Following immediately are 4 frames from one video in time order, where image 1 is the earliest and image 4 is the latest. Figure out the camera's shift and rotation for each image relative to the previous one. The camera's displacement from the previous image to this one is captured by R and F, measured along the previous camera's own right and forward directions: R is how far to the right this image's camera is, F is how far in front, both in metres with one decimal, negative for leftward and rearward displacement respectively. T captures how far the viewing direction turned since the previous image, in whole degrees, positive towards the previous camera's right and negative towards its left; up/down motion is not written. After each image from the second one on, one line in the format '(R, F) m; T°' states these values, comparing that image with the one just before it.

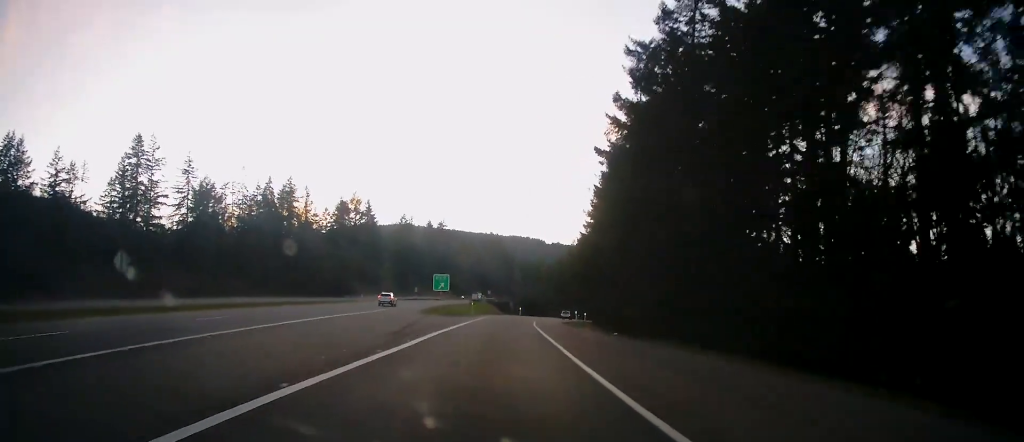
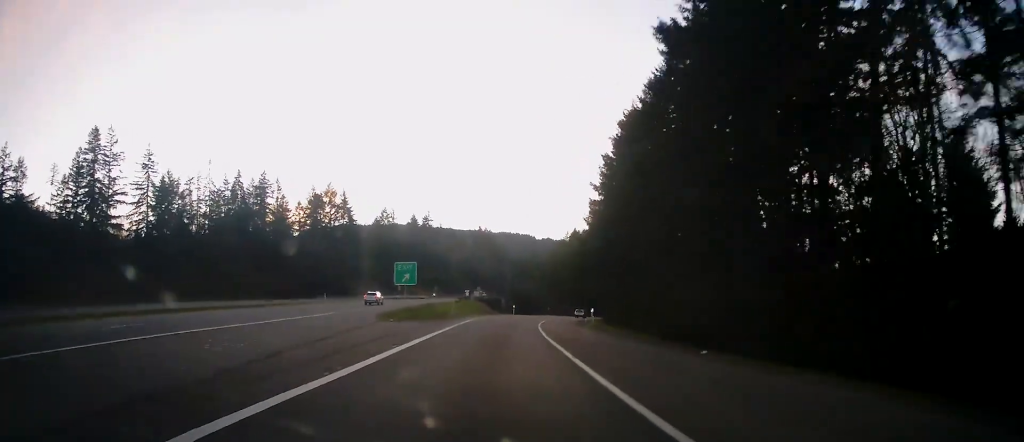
(+0.1, +16.6) m; +2°
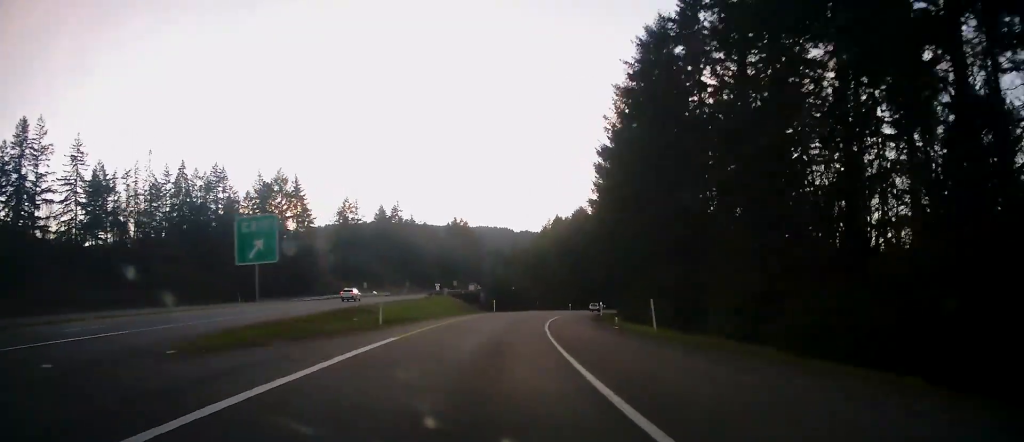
(+0.6, +22.9) m; +2°
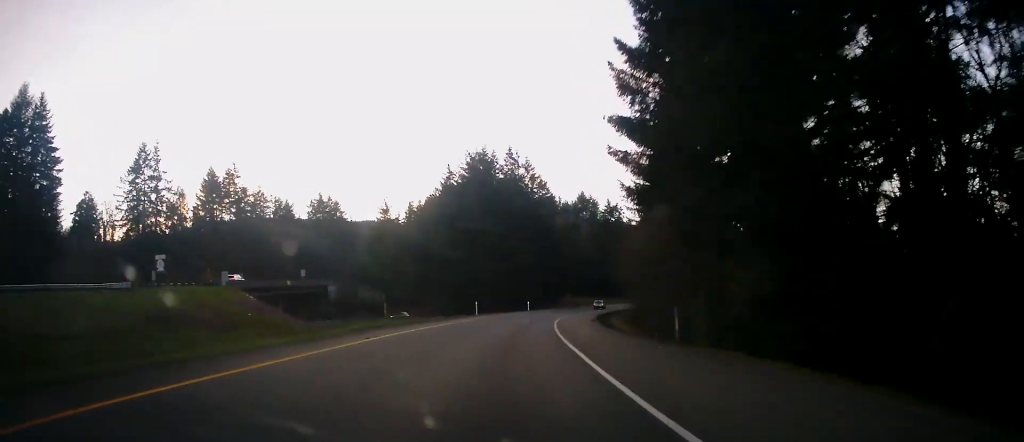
(+4.4, +68.4) m; +8°
